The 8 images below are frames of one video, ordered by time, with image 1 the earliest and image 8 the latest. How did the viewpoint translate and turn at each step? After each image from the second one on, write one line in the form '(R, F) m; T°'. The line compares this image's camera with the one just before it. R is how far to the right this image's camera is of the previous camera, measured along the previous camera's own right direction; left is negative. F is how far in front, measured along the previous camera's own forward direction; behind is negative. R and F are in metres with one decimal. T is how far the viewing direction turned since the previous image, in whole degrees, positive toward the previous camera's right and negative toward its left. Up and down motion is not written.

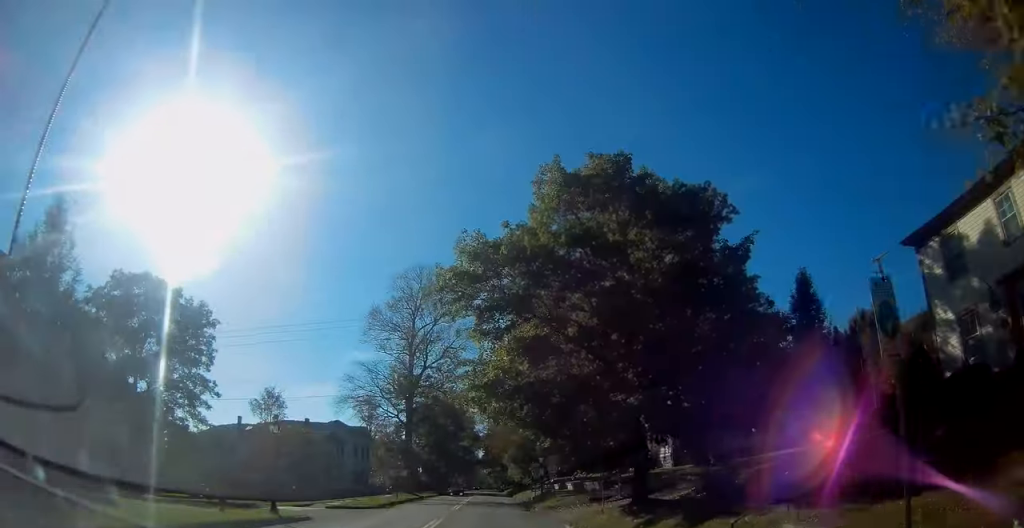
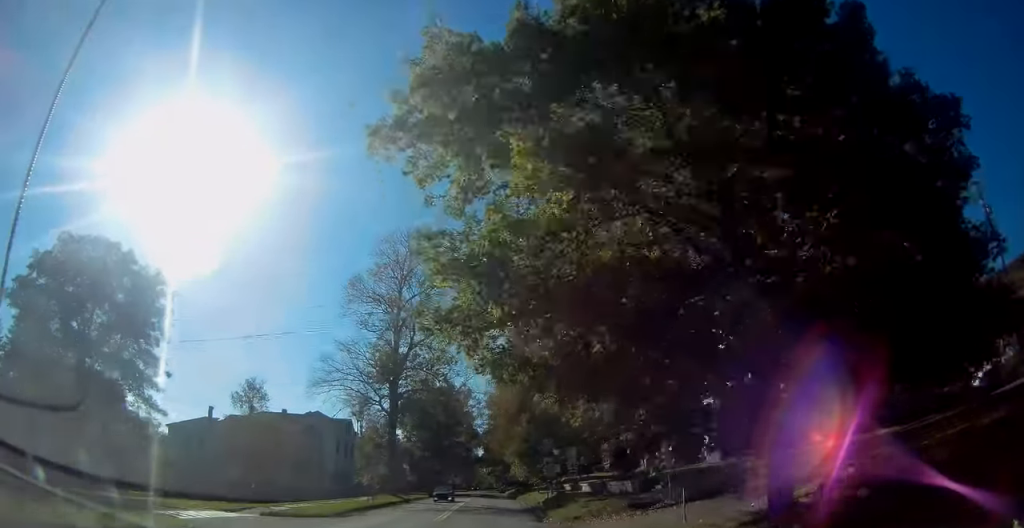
(0.0, +10.7) m; 0°
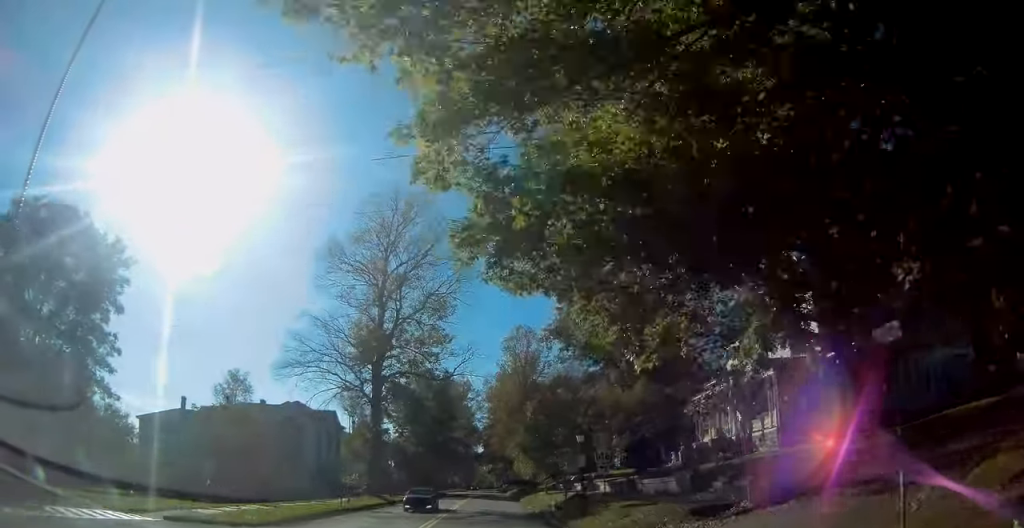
(+0.2, +8.3) m; 0°
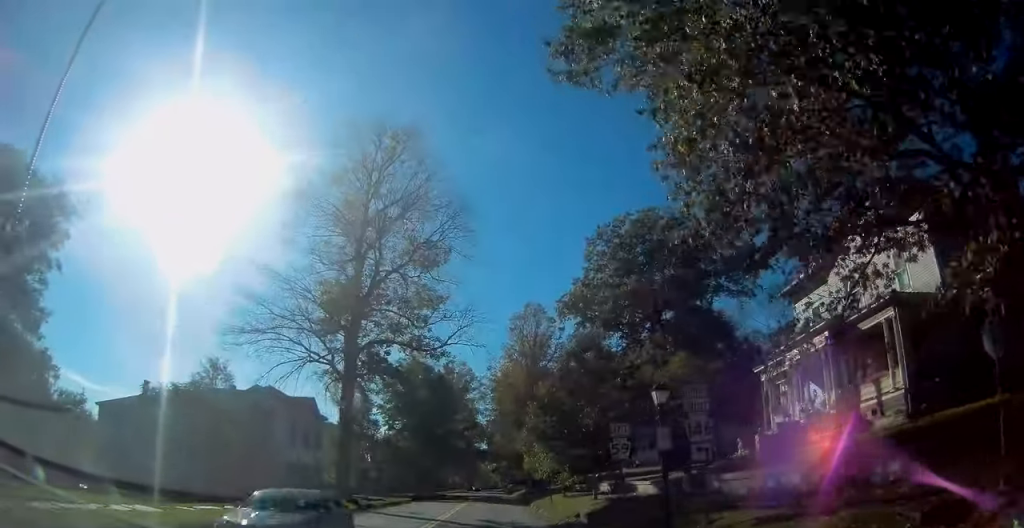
(-0.3, +10.3) m; -2°
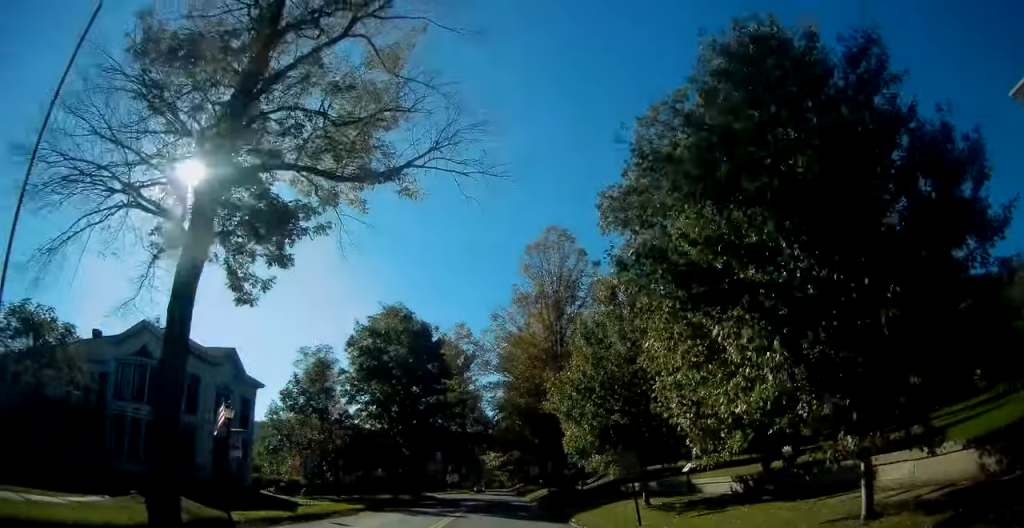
(0.0, +21.5) m; -2°
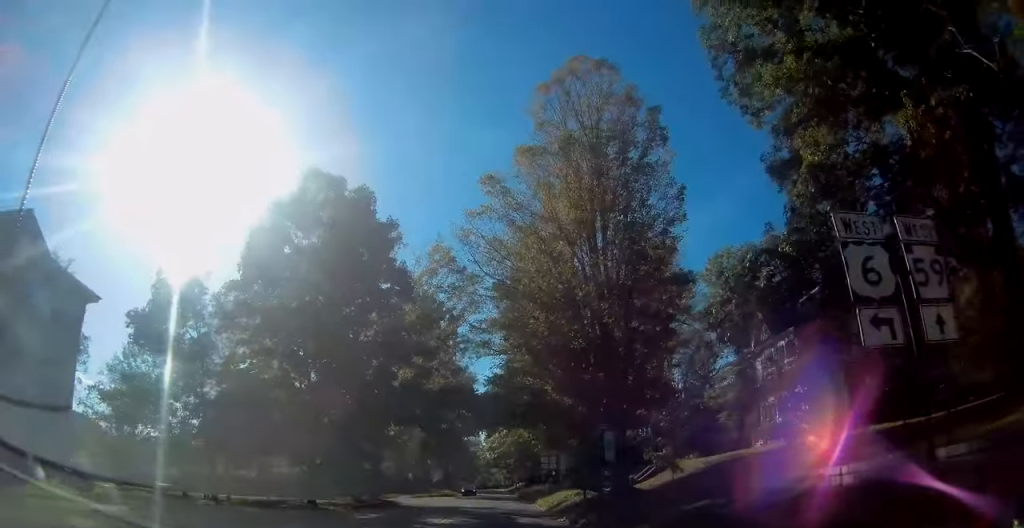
(-0.2, +23.0) m; +1°
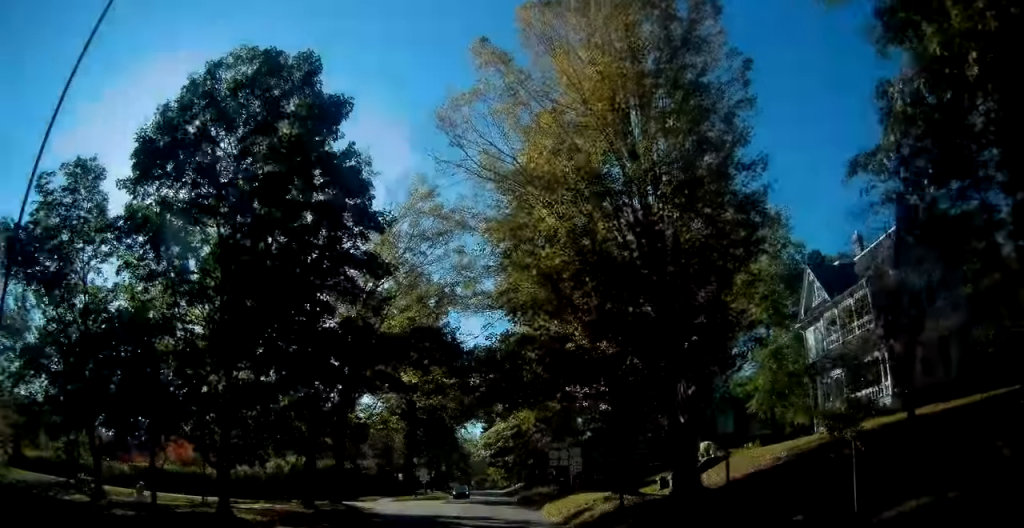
(+0.1, +10.0) m; +1°
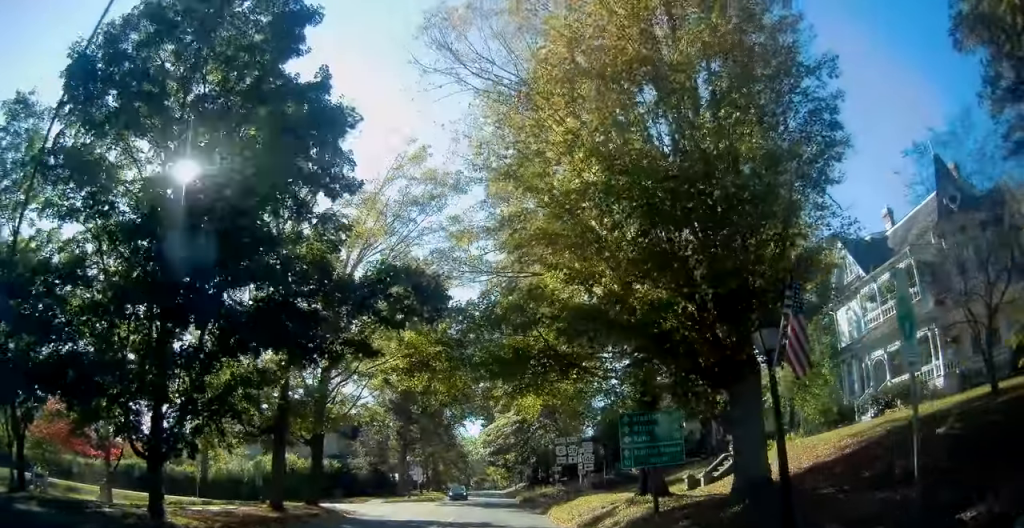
(0.0, +4.7) m; 0°
